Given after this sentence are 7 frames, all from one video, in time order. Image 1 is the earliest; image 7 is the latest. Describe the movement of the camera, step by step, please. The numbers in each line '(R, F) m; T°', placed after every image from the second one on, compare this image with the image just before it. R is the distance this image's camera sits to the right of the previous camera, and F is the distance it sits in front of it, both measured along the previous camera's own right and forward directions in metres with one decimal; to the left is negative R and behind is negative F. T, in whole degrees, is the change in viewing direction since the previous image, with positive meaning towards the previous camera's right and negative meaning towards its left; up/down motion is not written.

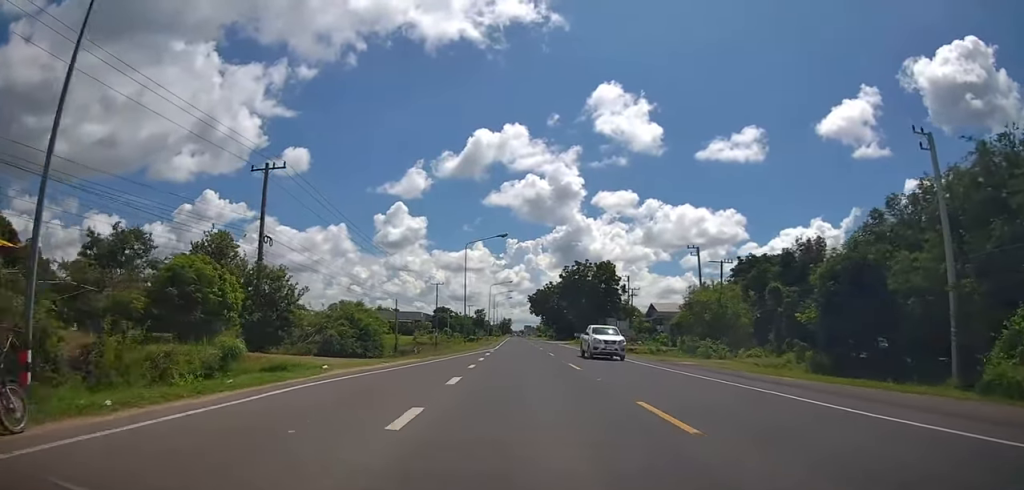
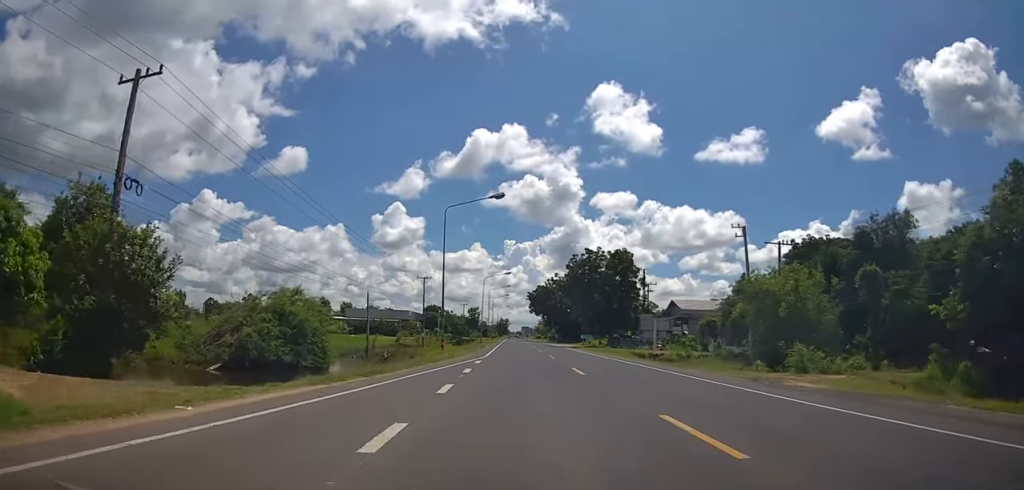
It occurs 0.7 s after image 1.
(-0.6, +13.7) m; 0°
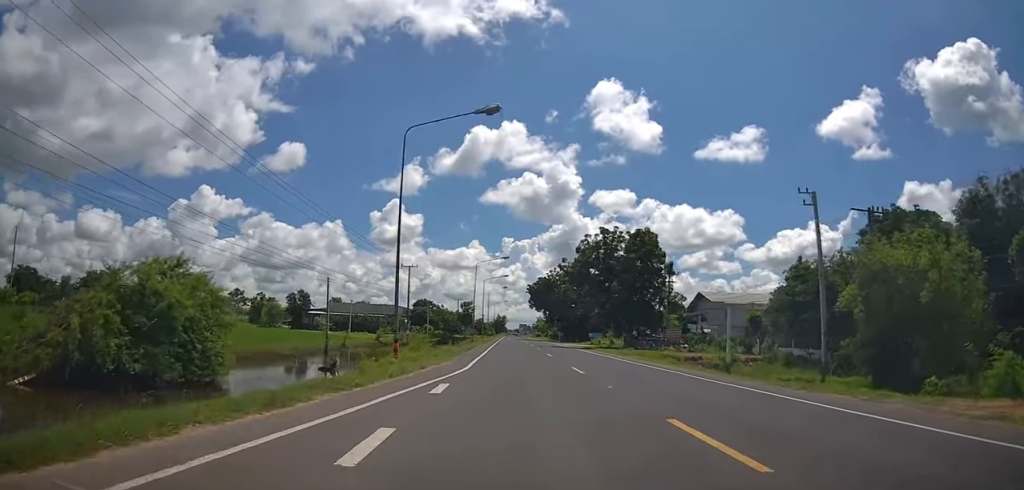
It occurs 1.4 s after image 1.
(+0.2, +12.8) m; +1°
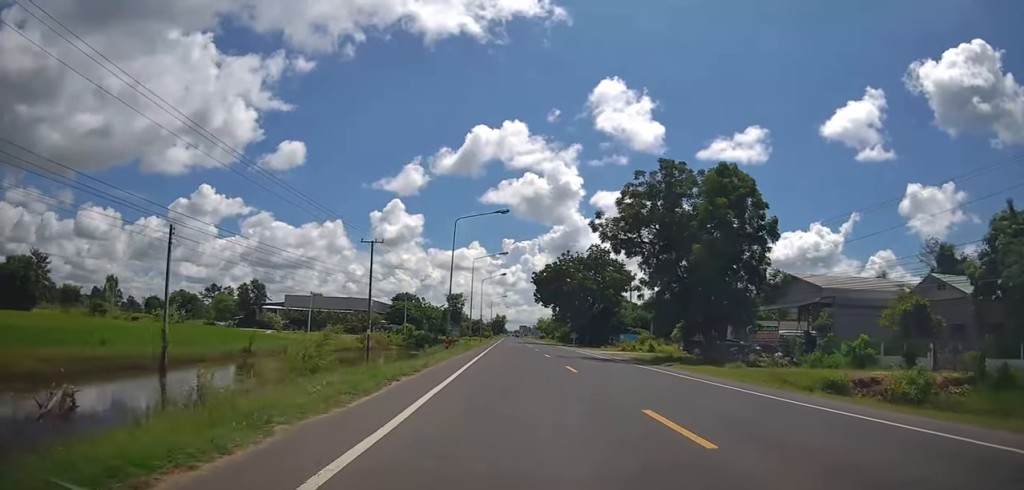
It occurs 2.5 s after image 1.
(+0.6, +23.4) m; +1°
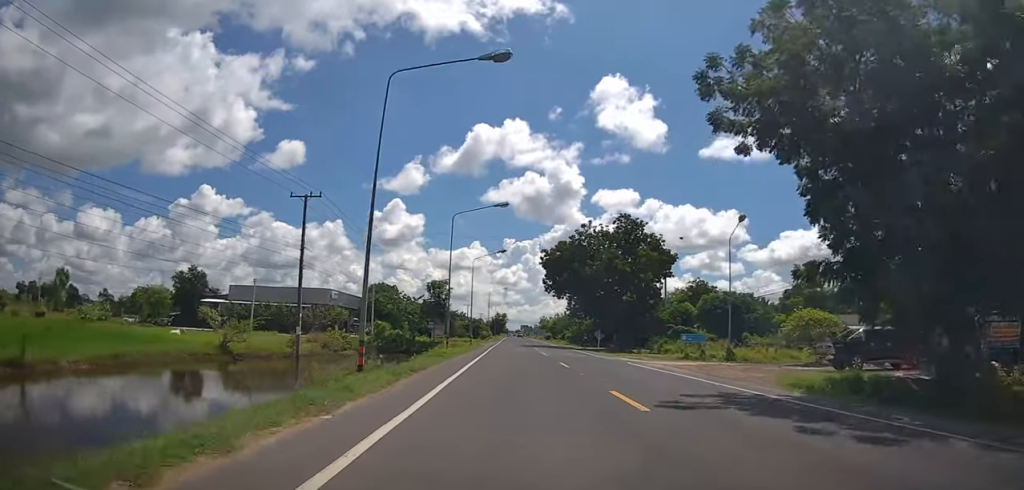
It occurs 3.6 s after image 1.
(0.0, +21.2) m; -2°
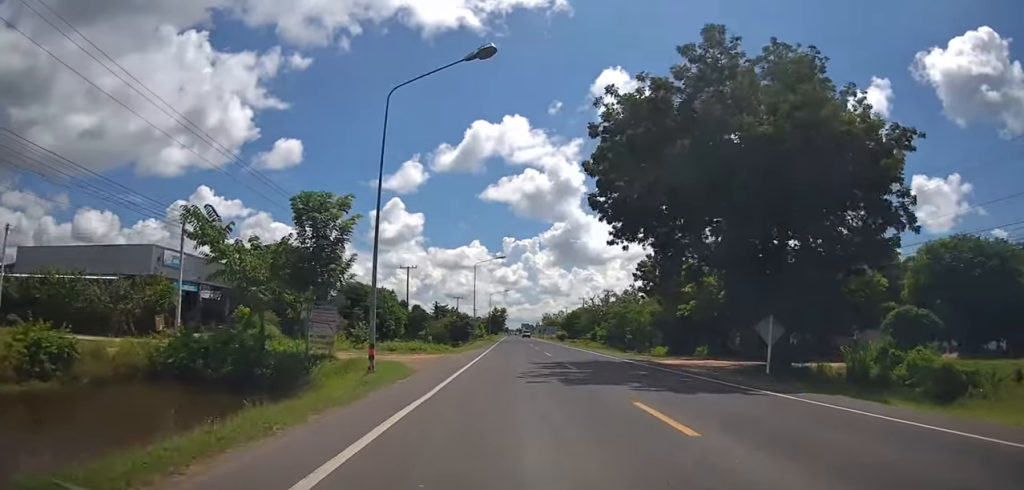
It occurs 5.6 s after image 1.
(-0.5, +39.1) m; -1°
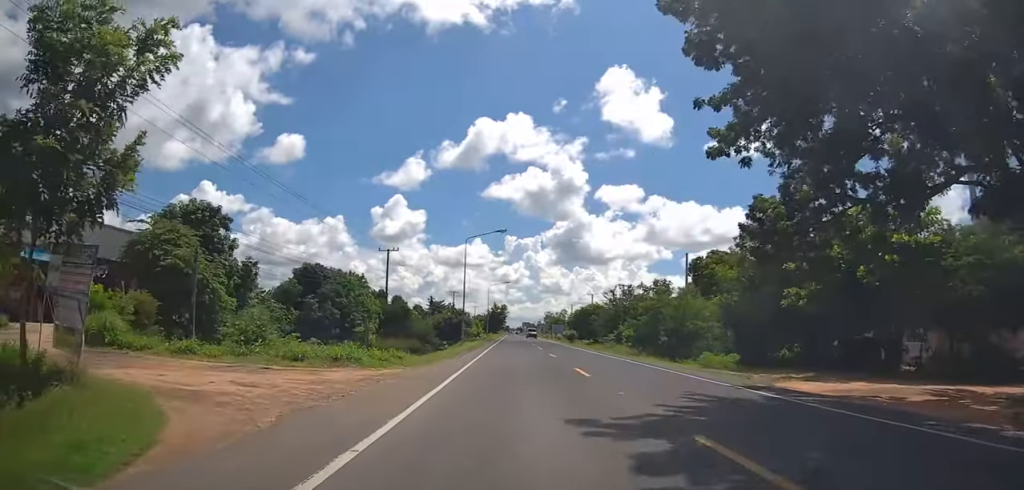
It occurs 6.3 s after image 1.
(0.0, +15.2) m; 0°
